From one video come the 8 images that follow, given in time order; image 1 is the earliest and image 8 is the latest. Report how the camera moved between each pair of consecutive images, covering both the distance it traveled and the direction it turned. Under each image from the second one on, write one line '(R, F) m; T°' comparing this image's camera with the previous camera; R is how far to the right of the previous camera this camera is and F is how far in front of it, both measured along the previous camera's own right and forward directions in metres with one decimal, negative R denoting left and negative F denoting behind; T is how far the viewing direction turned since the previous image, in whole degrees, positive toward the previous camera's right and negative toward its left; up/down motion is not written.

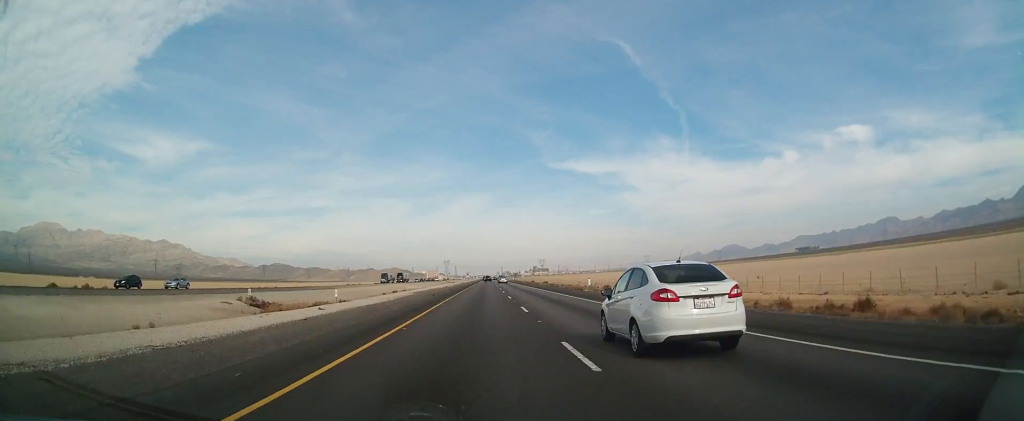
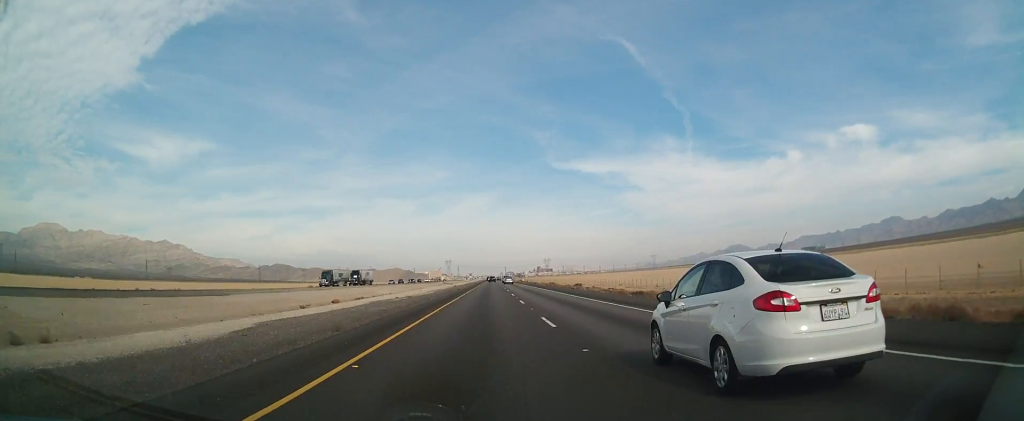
(+0.3, +51.2) m; 0°
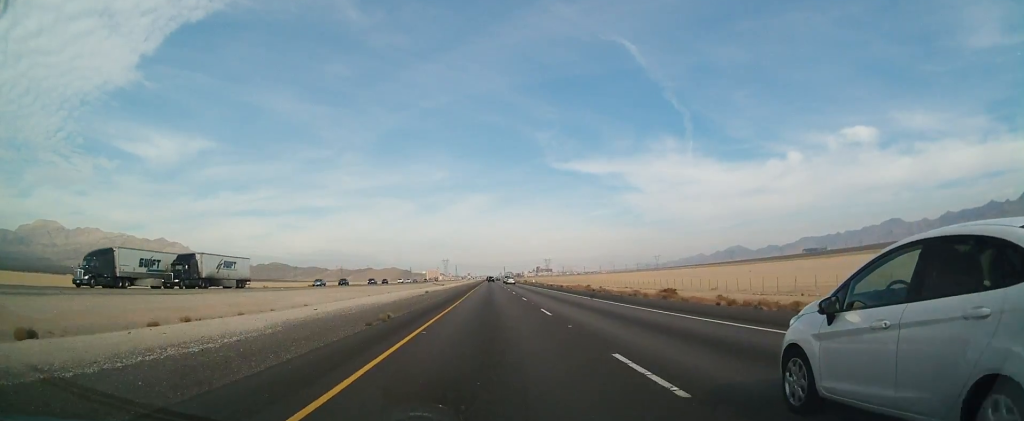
(-0.9, +53.2) m; 0°
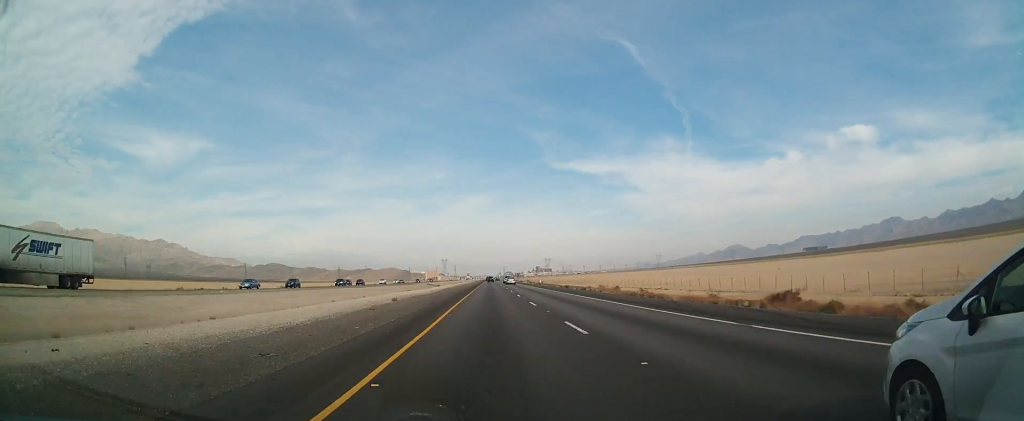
(+0.1, +21.6) m; 0°
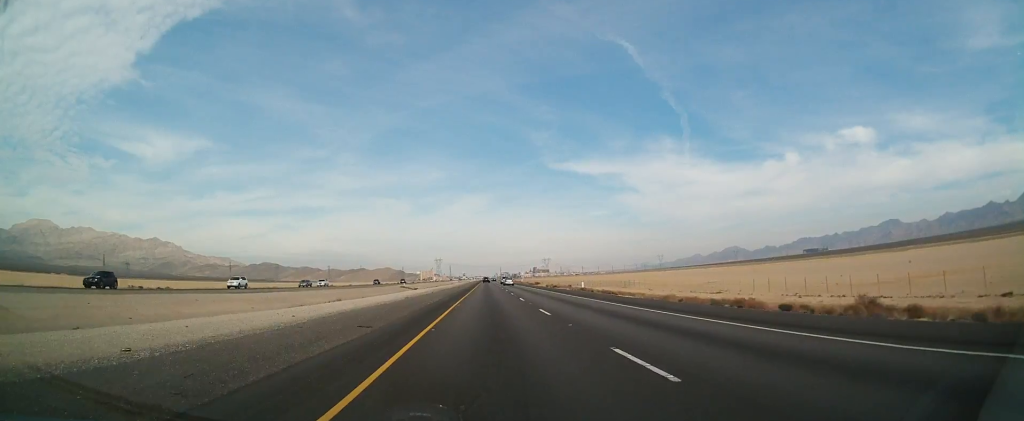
(-0.2, +64.7) m; -1°
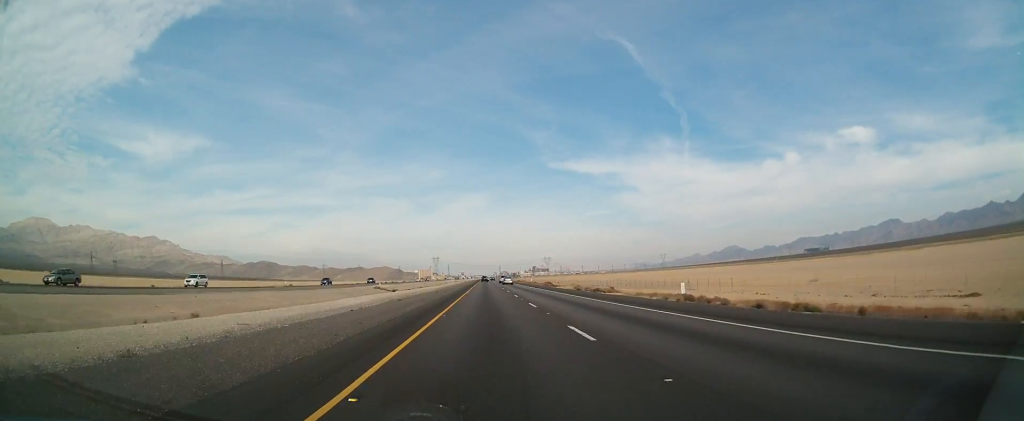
(+0.6, +38.3) m; +1°
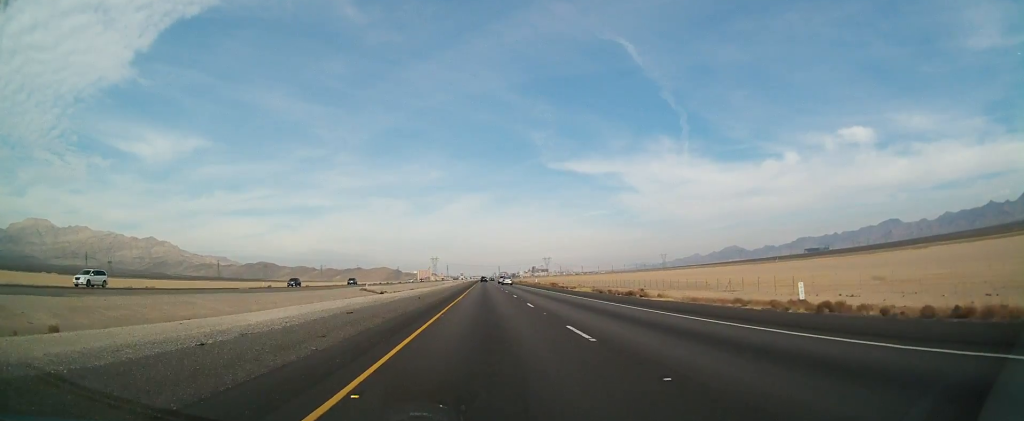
(-0.1, +14.4) m; 0°
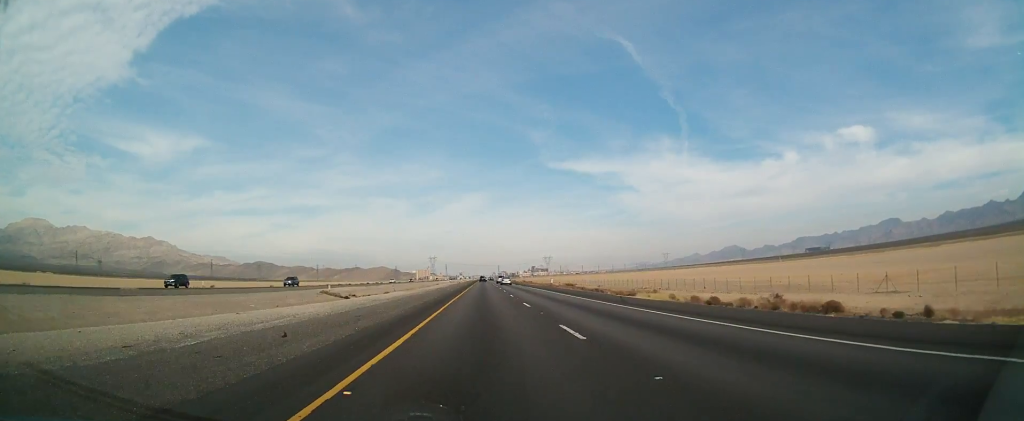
(+0.1, +28.9) m; 0°
